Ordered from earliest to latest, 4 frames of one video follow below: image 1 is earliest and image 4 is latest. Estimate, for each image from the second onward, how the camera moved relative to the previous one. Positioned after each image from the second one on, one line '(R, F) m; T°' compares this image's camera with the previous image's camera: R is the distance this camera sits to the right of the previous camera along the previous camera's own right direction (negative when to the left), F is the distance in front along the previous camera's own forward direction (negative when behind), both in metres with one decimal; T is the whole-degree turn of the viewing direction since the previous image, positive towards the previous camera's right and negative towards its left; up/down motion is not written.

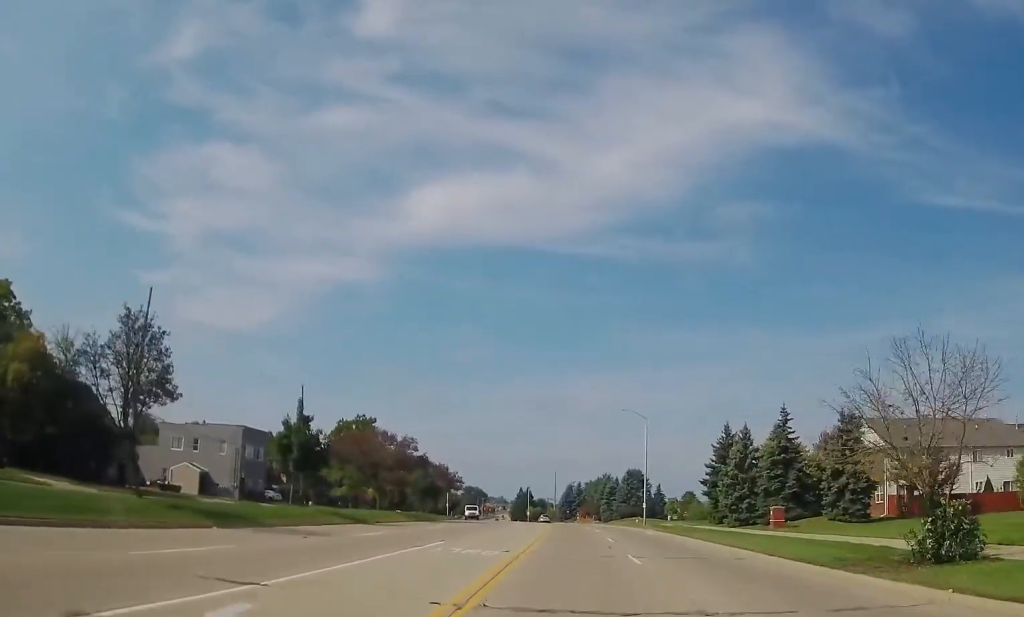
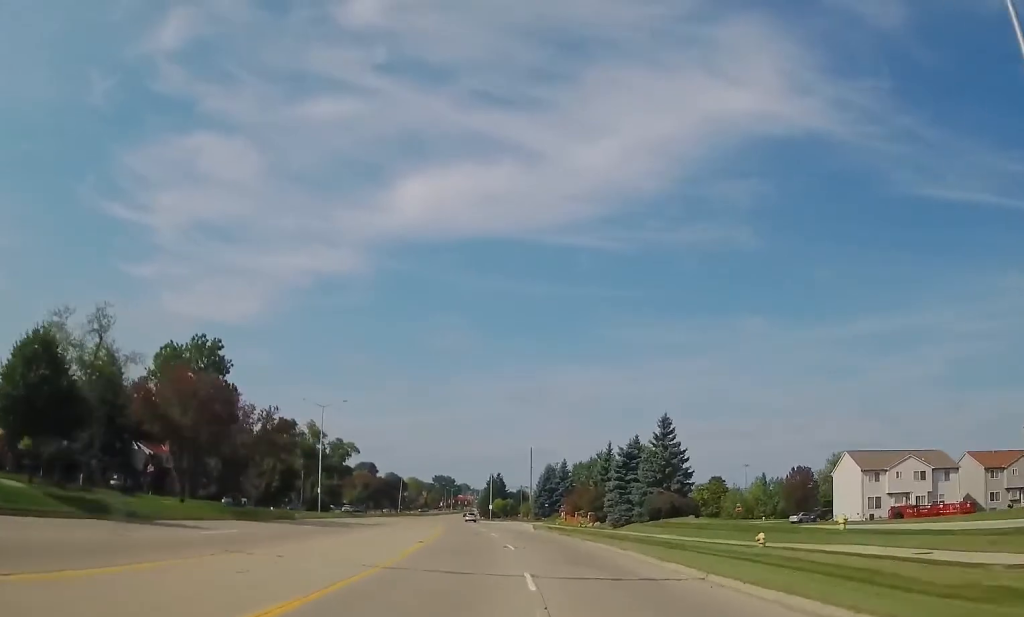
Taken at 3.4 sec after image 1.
(+3.5, +67.7) m; +1°
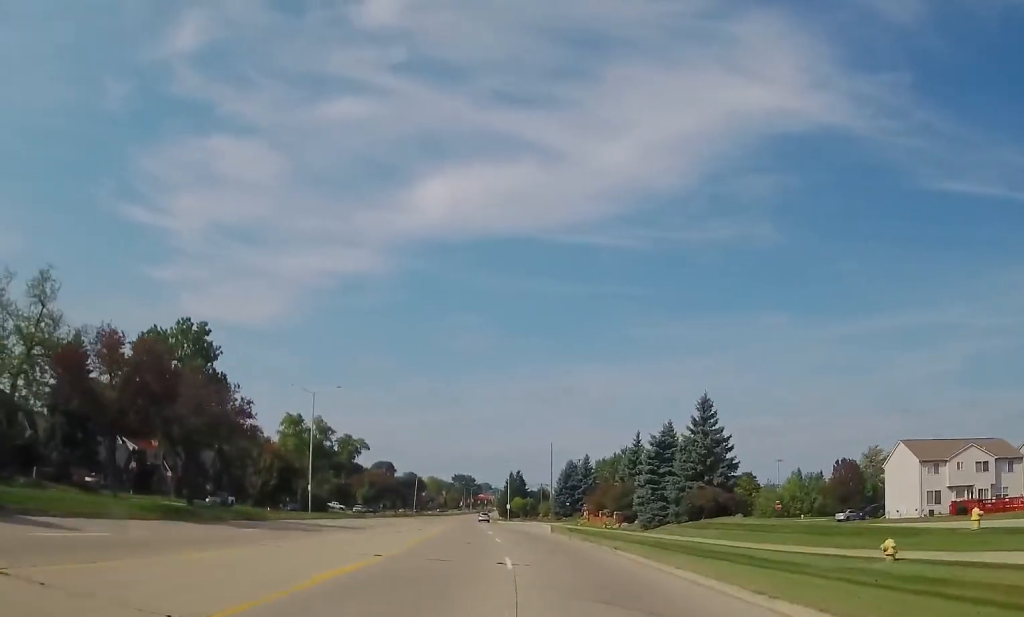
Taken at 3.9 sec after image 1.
(-0.5, +9.5) m; -2°
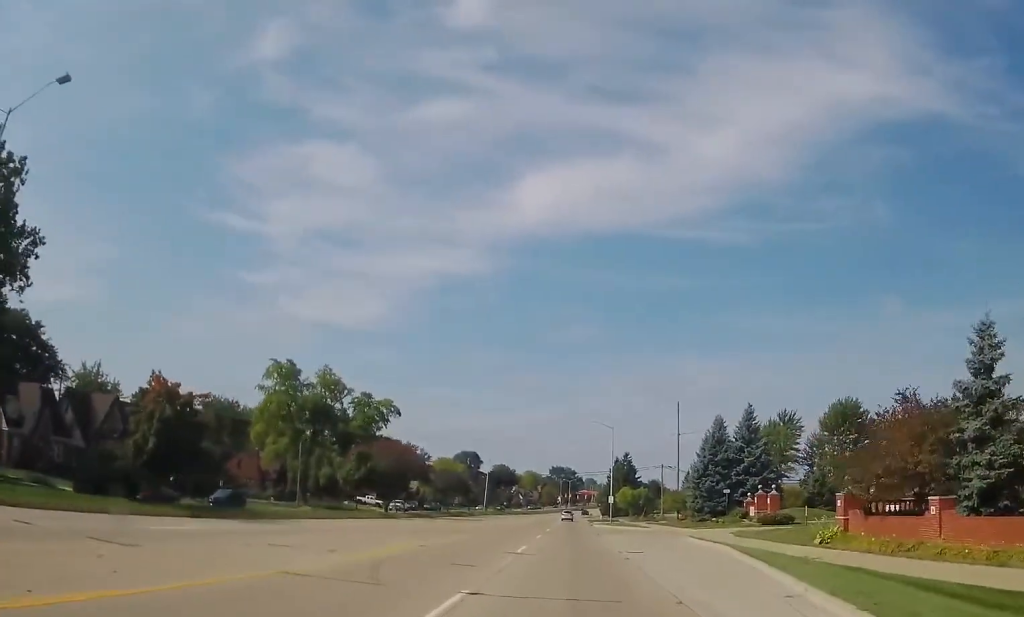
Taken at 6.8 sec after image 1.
(-3.9, +54.5) m; -8°
